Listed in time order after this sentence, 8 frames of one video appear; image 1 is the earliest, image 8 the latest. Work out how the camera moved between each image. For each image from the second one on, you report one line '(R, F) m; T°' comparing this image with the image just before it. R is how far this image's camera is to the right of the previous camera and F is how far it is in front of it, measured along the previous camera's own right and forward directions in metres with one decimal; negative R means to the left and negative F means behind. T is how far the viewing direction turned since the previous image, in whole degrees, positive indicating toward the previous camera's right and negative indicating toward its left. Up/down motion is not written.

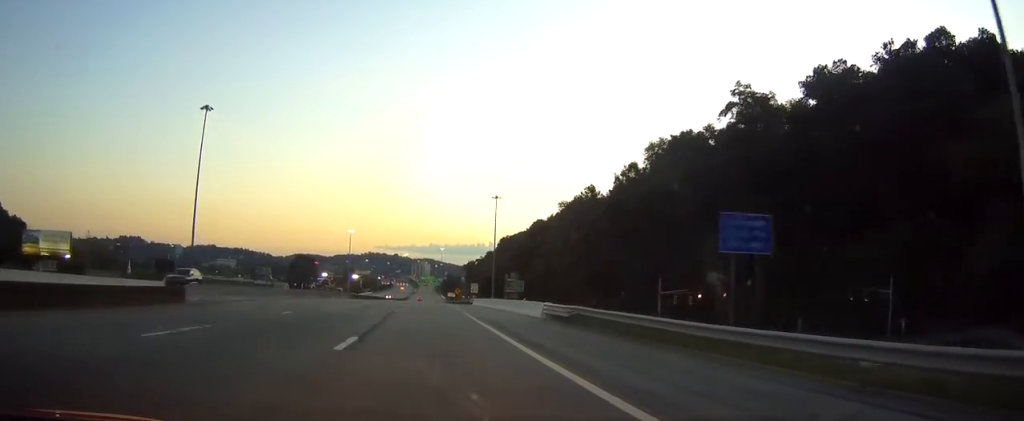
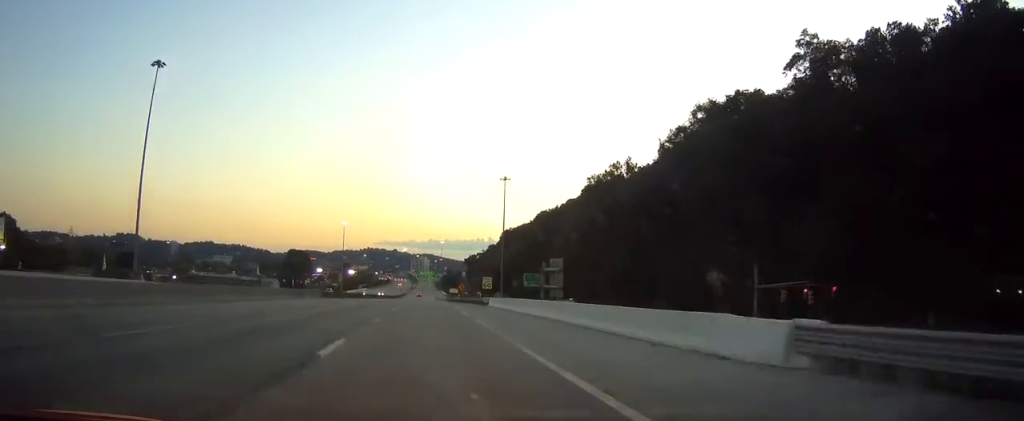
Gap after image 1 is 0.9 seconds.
(0.0, +25.9) m; 0°
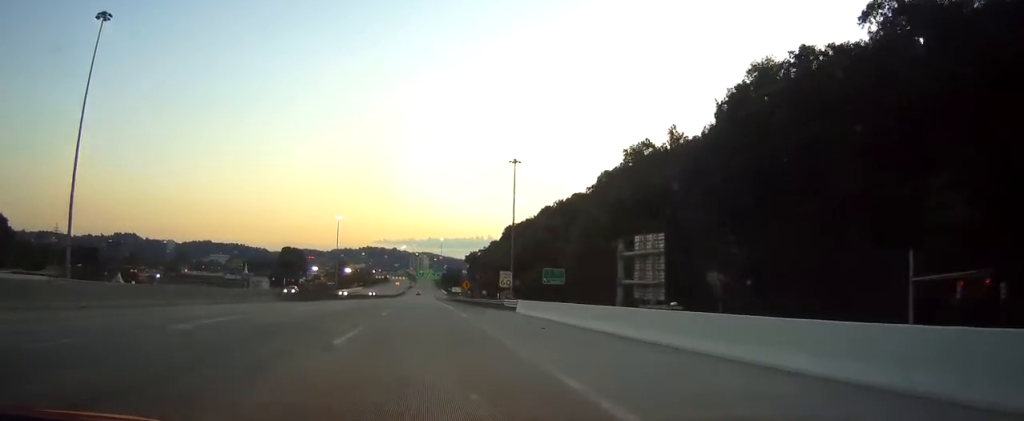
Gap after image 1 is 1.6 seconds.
(0.0, +21.9) m; 0°
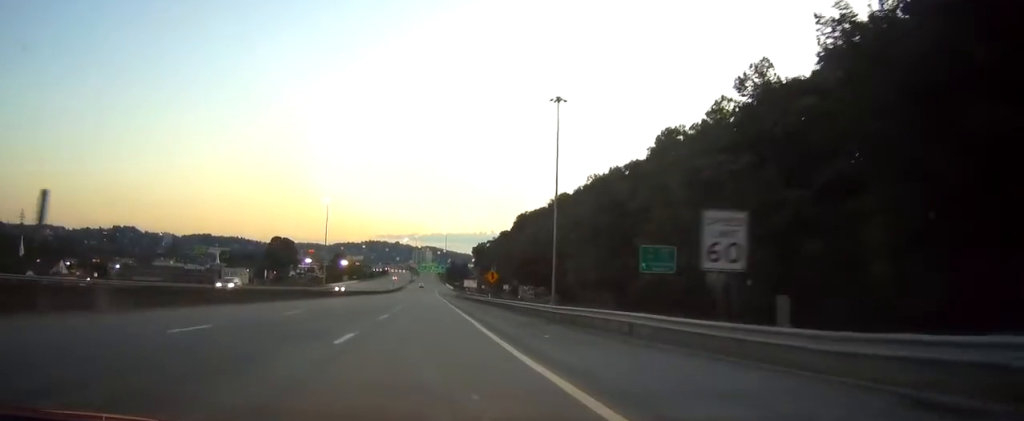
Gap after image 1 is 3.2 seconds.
(+0.2, +48.6) m; 0°
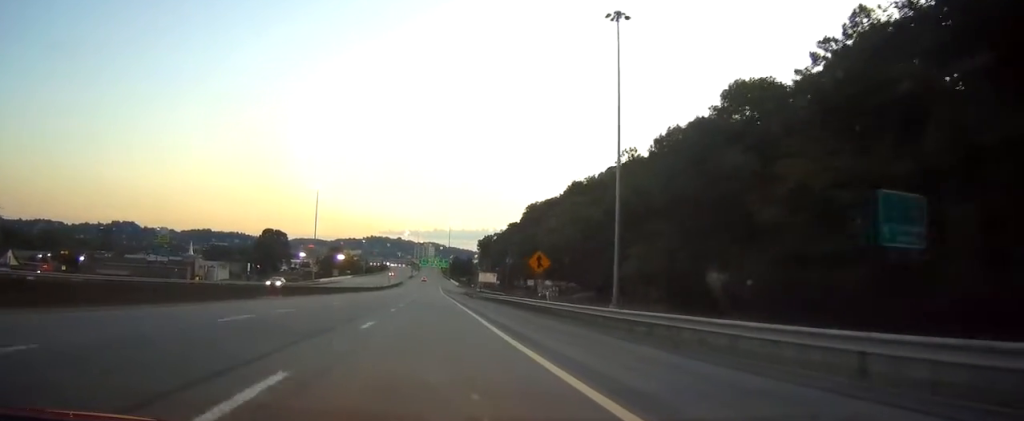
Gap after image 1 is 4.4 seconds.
(-0.1, +33.6) m; 0°
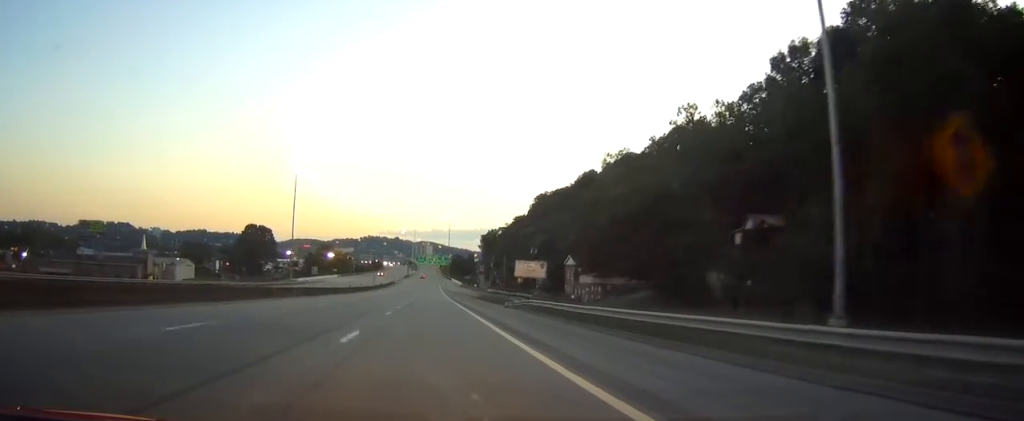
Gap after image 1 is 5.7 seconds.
(+0.1, +40.5) m; 0°
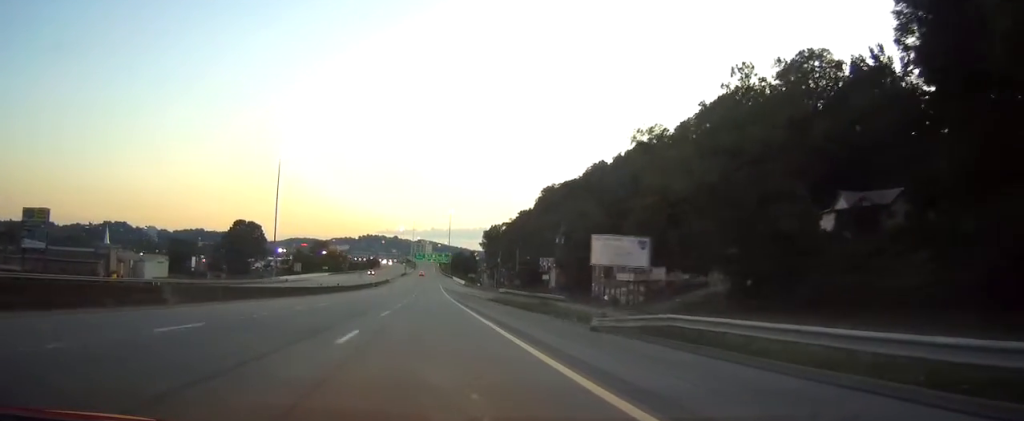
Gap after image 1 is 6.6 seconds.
(0.0, +24.7) m; 0°
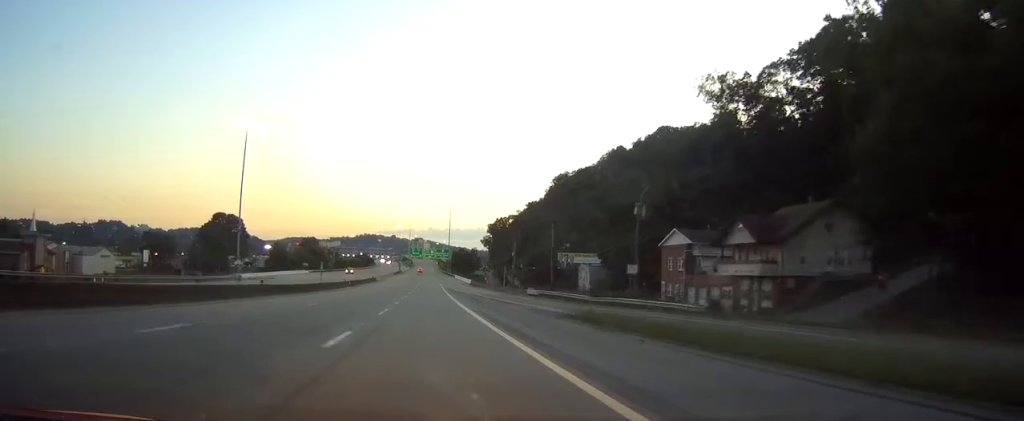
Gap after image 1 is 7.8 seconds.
(+0.2, +37.6) m; 0°
